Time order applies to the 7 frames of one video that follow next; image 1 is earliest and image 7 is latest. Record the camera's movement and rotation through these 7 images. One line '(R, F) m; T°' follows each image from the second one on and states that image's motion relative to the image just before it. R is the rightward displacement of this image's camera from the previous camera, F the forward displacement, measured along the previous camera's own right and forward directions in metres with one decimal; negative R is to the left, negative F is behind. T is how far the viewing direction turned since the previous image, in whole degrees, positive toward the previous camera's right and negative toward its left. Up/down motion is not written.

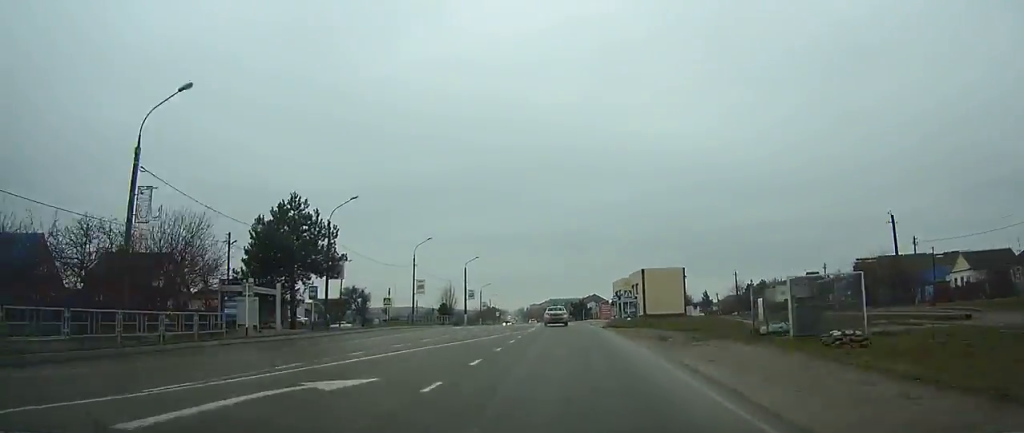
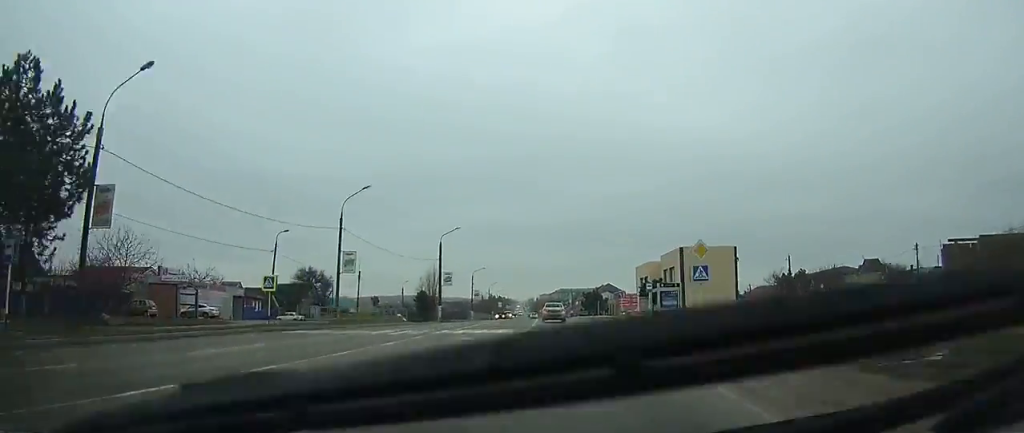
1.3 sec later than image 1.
(-0.2, +24.7) m; -1°
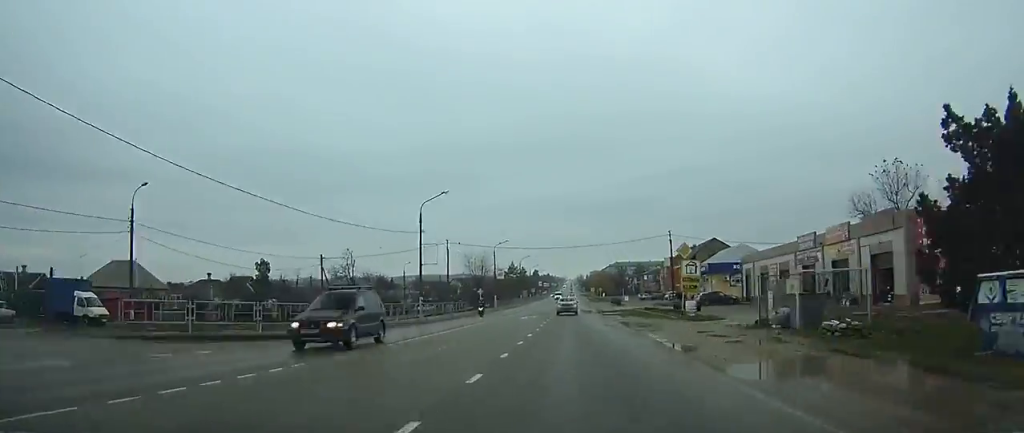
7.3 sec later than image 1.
(-5.1, +107.7) m; -4°
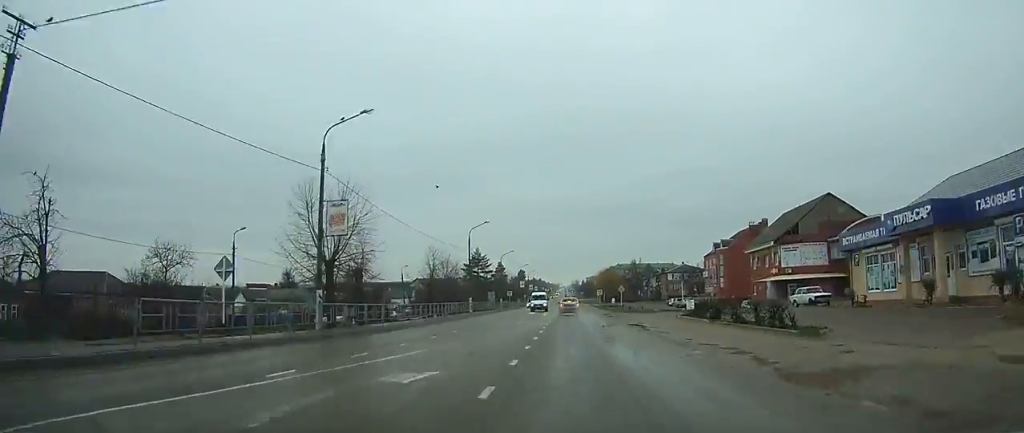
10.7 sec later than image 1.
(-0.2, +61.7) m; 0°
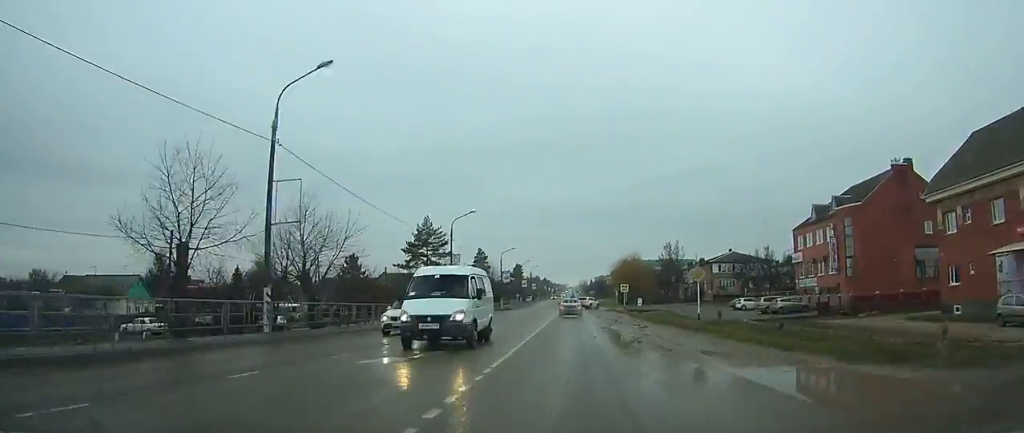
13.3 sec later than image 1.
(+0.1, +44.5) m; 0°
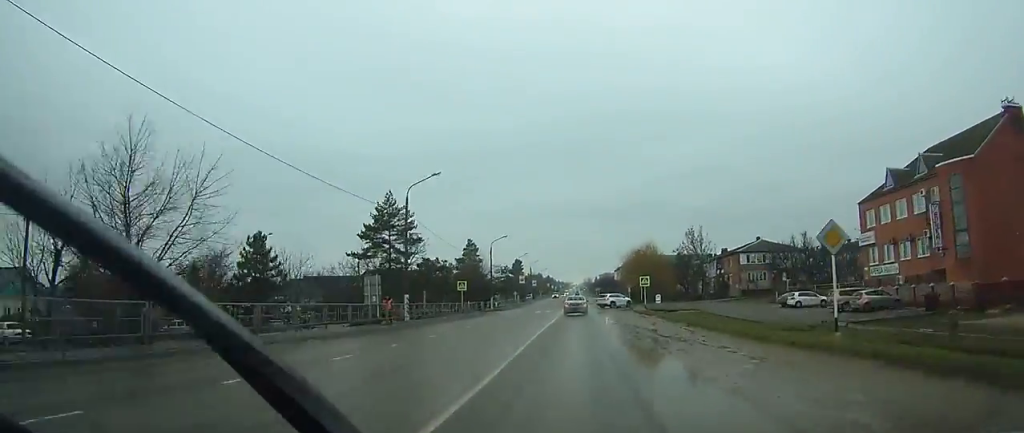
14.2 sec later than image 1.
(-0.1, +16.2) m; 0°
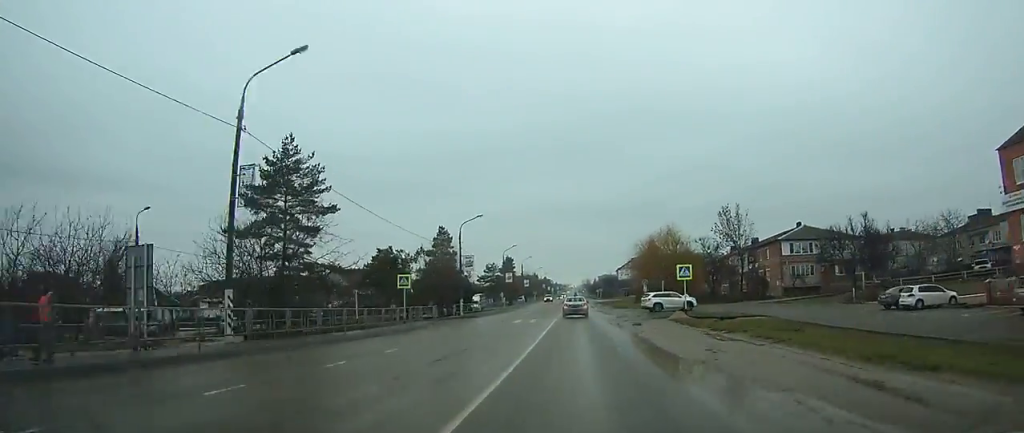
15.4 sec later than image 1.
(0.0, +20.7) m; 0°
